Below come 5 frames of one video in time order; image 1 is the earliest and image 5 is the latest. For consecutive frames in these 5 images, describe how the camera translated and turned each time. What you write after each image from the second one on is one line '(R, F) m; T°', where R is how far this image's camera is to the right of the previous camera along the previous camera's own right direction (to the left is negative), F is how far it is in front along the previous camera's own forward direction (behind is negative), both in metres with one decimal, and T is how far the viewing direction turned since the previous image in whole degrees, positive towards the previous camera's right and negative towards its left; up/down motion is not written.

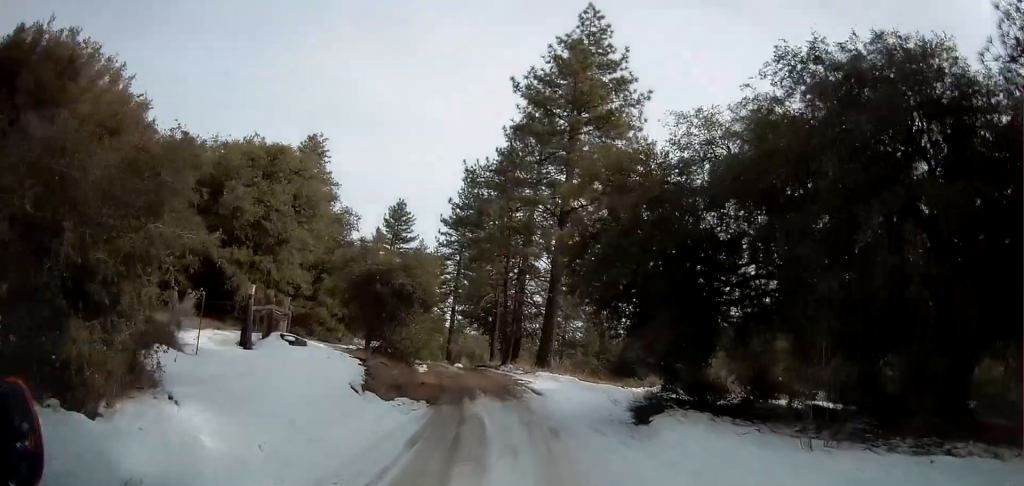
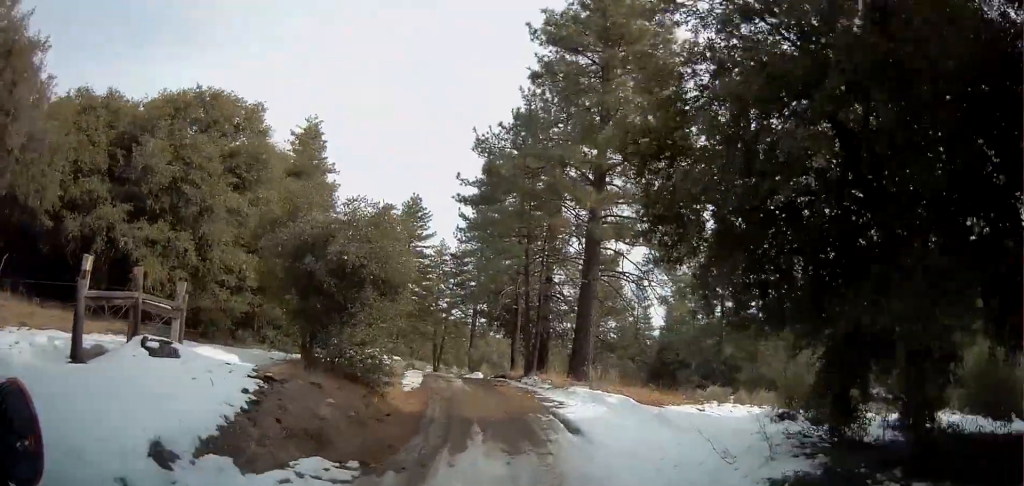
(-0.2, +7.9) m; -2°
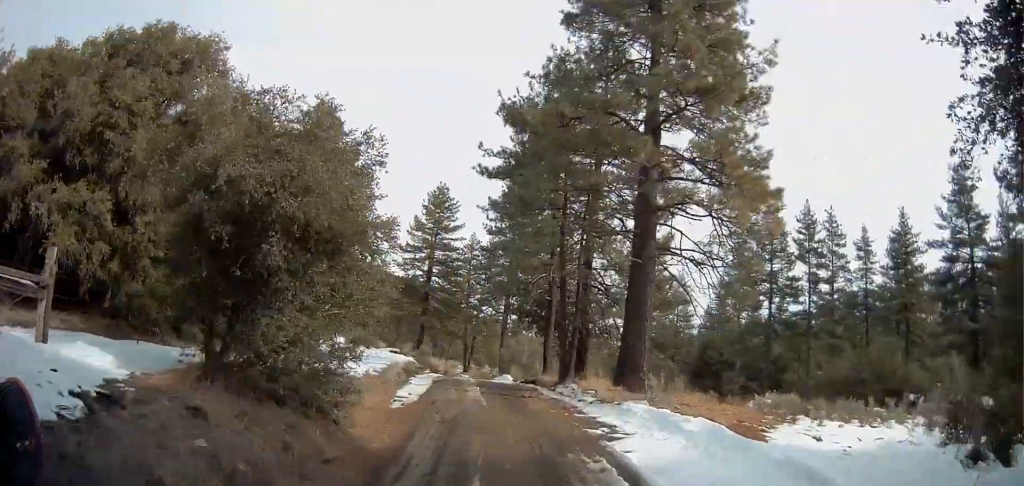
(-0.1, +5.7) m; -1°
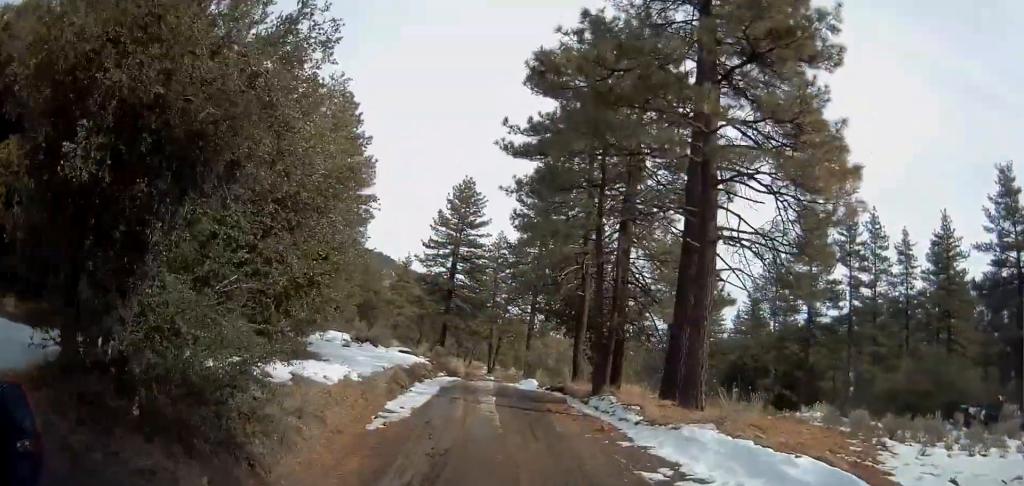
(-0.1, +3.7) m; -2°
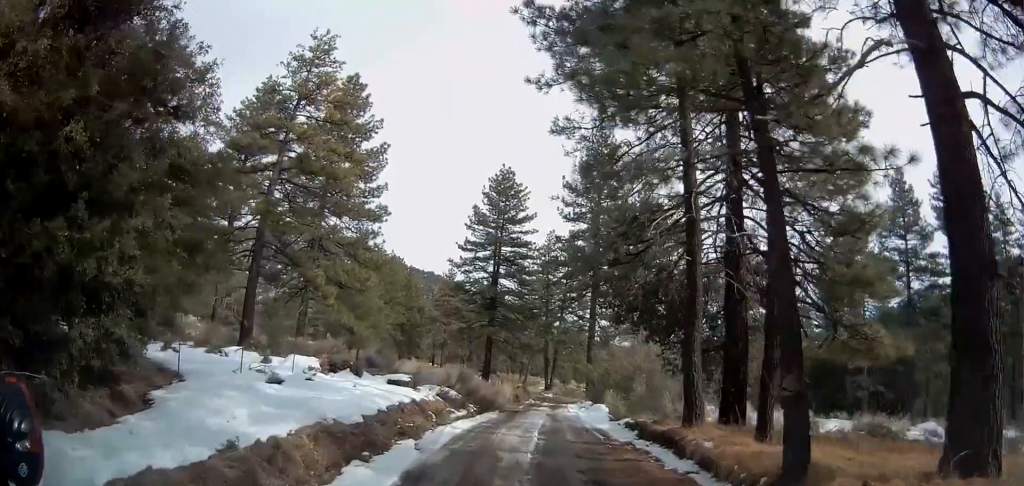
(-0.7, +11.1) m; -5°
